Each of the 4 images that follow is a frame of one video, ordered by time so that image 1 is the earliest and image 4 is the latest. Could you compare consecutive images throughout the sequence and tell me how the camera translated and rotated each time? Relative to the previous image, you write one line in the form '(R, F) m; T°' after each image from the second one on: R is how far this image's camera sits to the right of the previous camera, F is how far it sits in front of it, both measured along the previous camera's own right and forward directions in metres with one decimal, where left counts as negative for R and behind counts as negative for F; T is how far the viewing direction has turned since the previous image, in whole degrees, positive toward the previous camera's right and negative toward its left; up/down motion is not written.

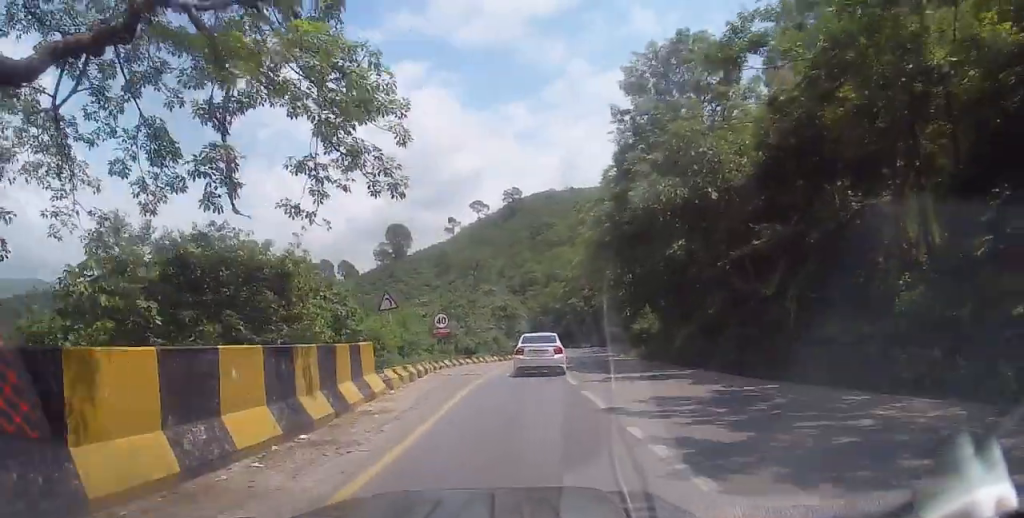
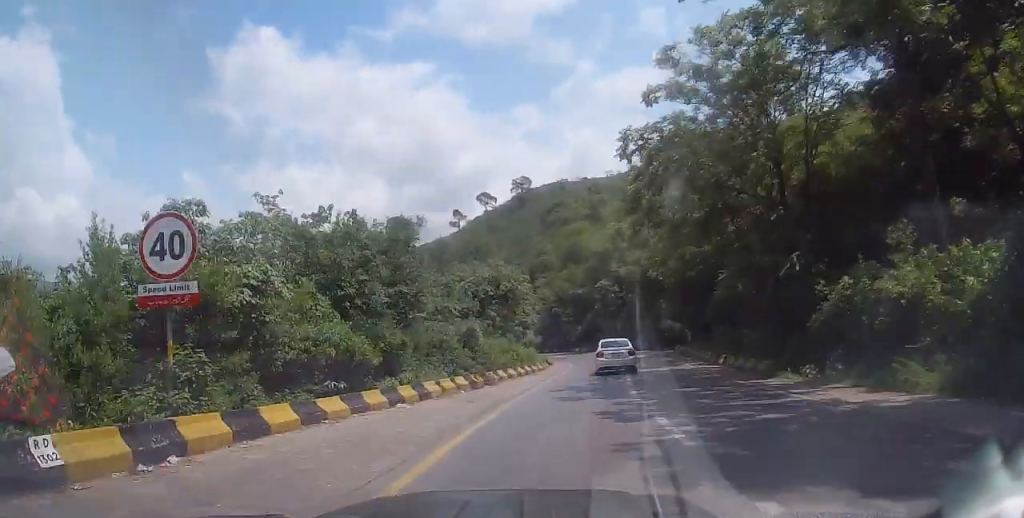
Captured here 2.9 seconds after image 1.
(-0.8, +24.7) m; +7°
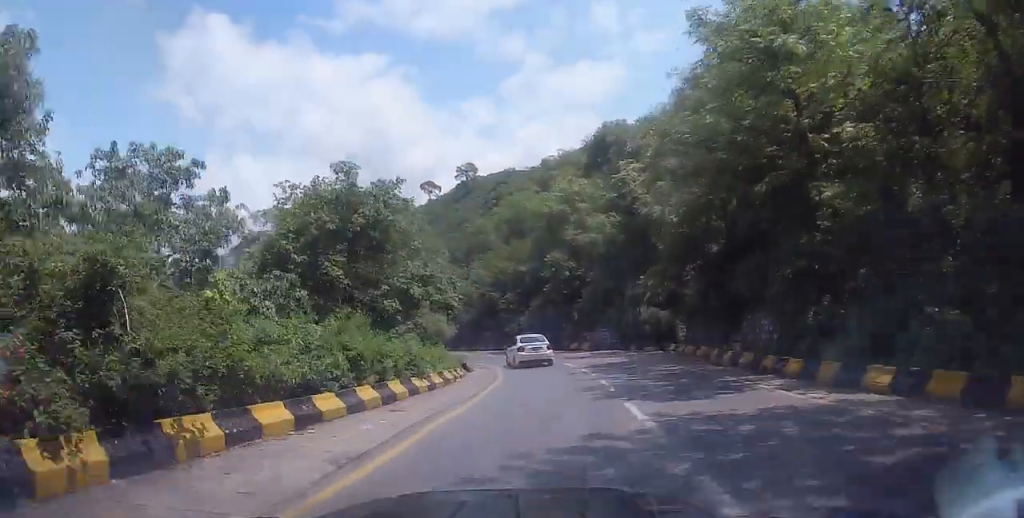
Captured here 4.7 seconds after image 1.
(+1.2, +19.1) m; +1°
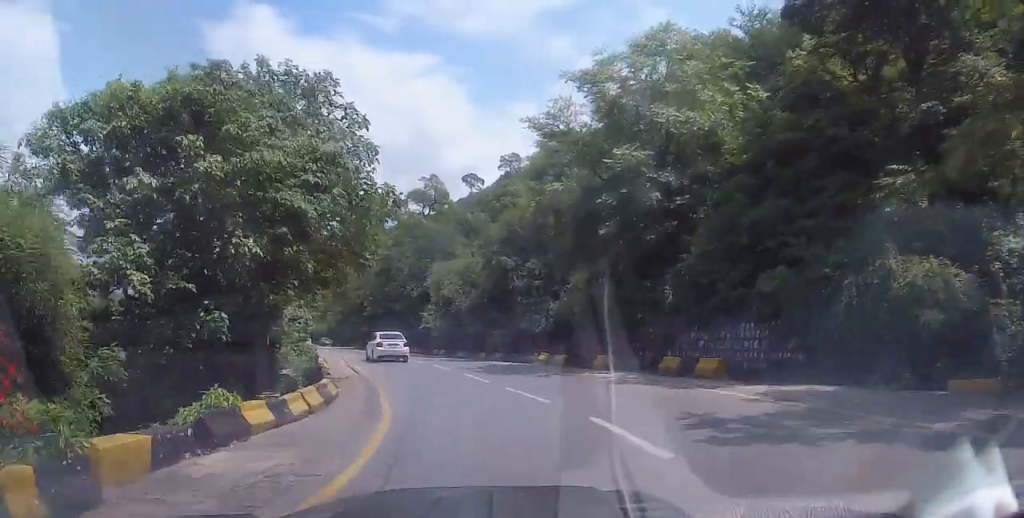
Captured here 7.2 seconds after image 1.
(-0.2, +26.7) m; -6°
